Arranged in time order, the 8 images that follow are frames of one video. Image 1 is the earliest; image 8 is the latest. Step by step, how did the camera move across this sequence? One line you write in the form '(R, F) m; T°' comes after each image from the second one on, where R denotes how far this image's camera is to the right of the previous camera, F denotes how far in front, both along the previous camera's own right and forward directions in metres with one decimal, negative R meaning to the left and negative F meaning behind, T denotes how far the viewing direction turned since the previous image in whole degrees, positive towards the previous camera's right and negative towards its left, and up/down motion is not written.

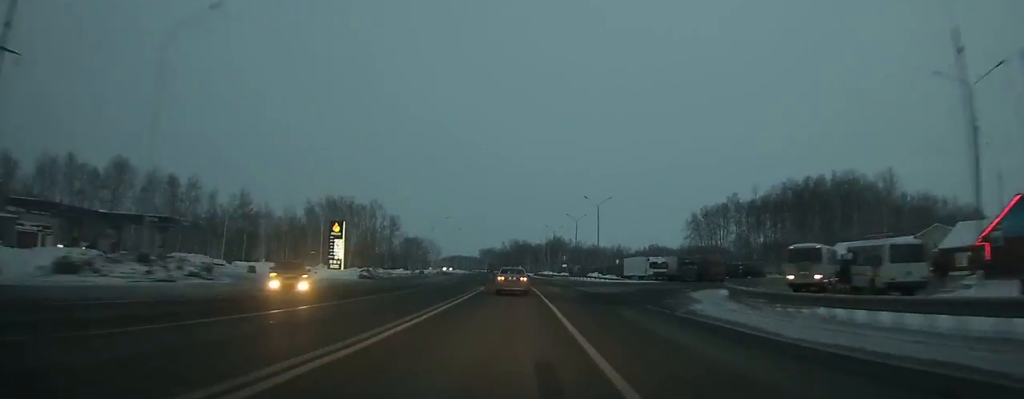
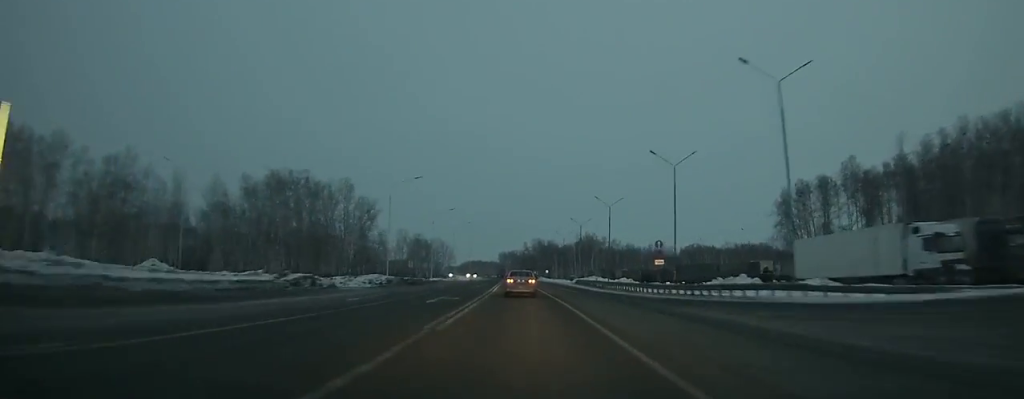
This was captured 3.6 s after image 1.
(-0.8, +59.6) m; -1°
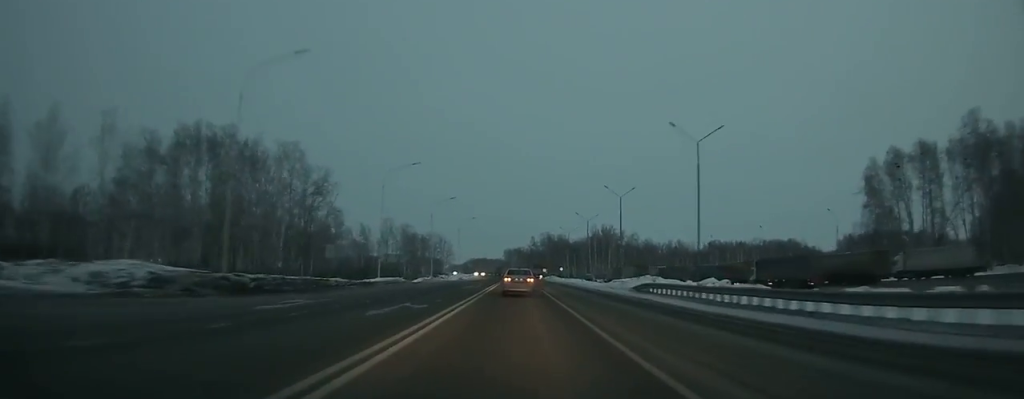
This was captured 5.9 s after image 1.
(-0.1, +39.1) m; 0°
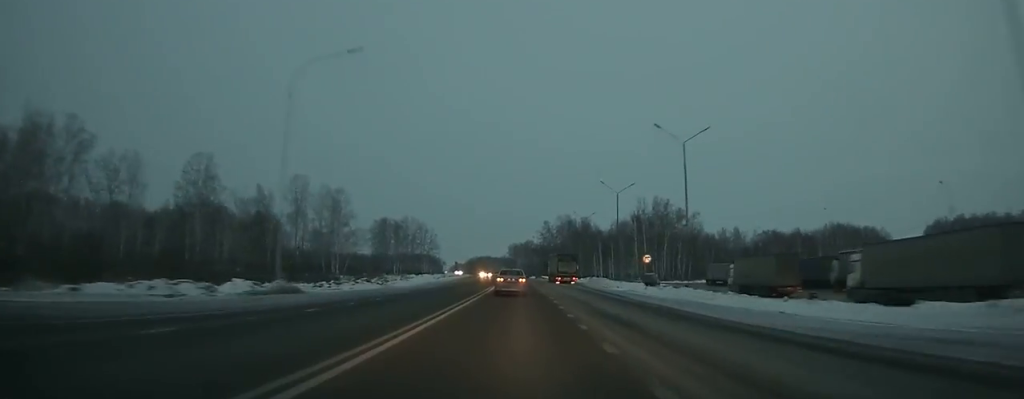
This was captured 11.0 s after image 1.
(-0.6, +91.9) m; -1°
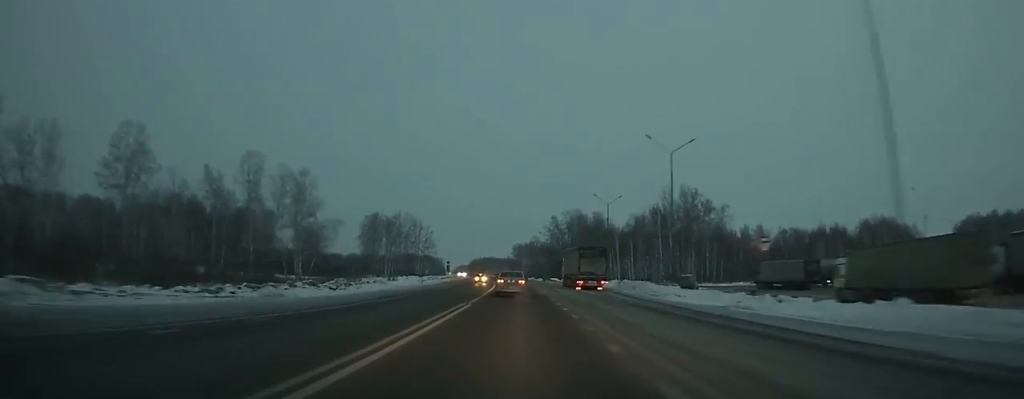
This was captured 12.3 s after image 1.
(0.0, +24.5) m; -1°
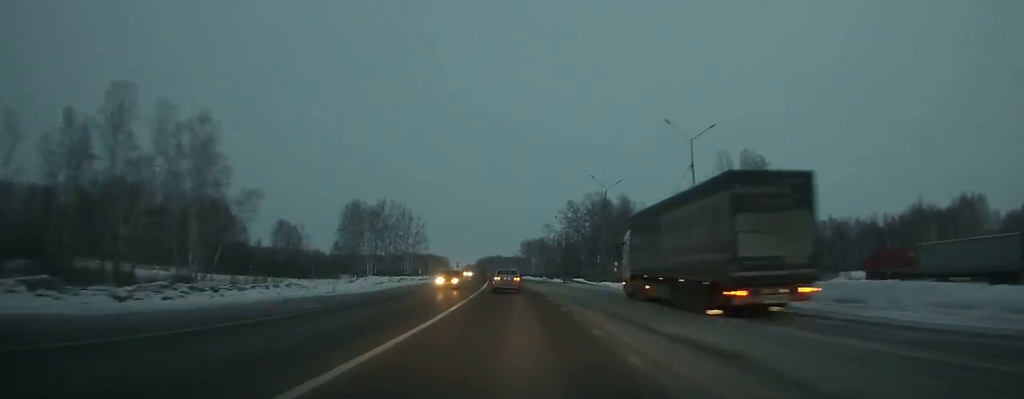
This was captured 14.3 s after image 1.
(-0.3, +39.0) m; -1°
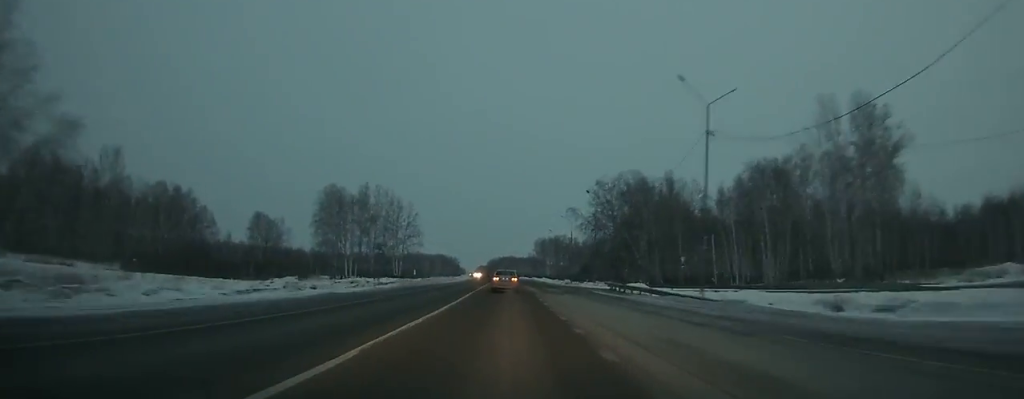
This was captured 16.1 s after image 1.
(-0.6, +36.2) m; -1°
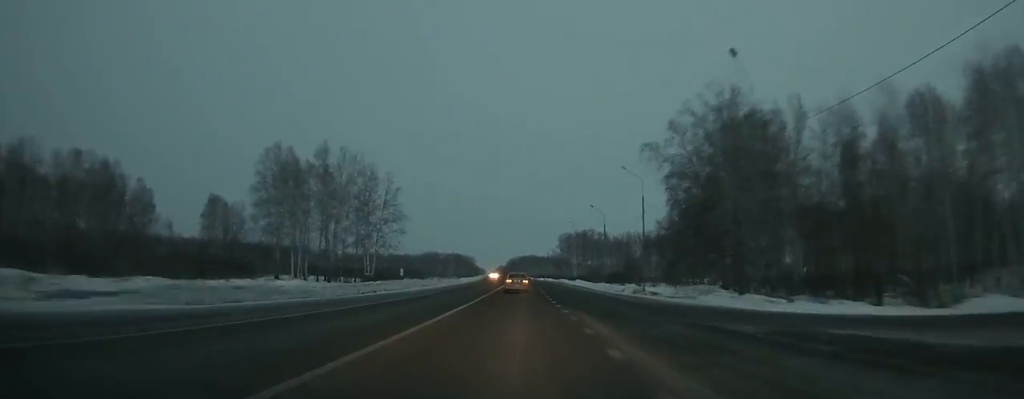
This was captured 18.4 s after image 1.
(-0.6, +47.5) m; -1°
